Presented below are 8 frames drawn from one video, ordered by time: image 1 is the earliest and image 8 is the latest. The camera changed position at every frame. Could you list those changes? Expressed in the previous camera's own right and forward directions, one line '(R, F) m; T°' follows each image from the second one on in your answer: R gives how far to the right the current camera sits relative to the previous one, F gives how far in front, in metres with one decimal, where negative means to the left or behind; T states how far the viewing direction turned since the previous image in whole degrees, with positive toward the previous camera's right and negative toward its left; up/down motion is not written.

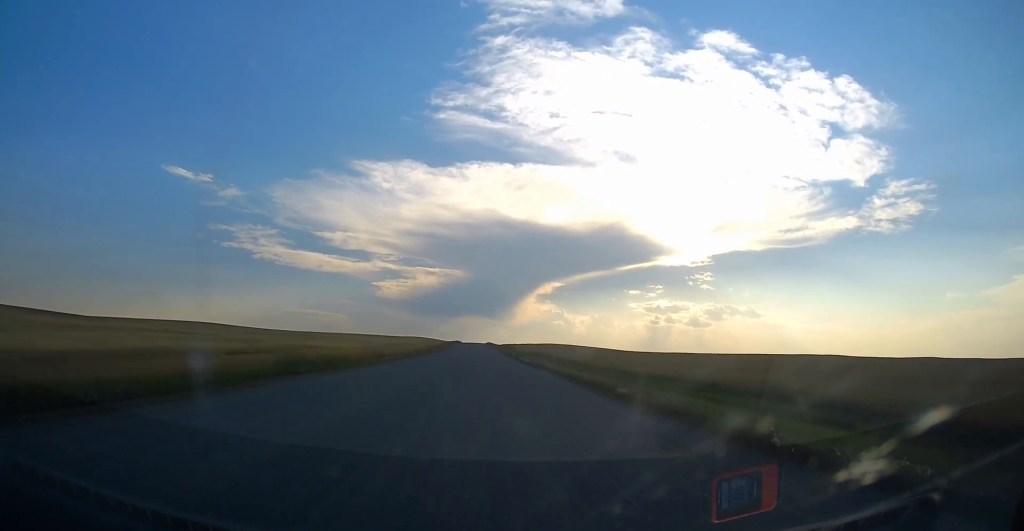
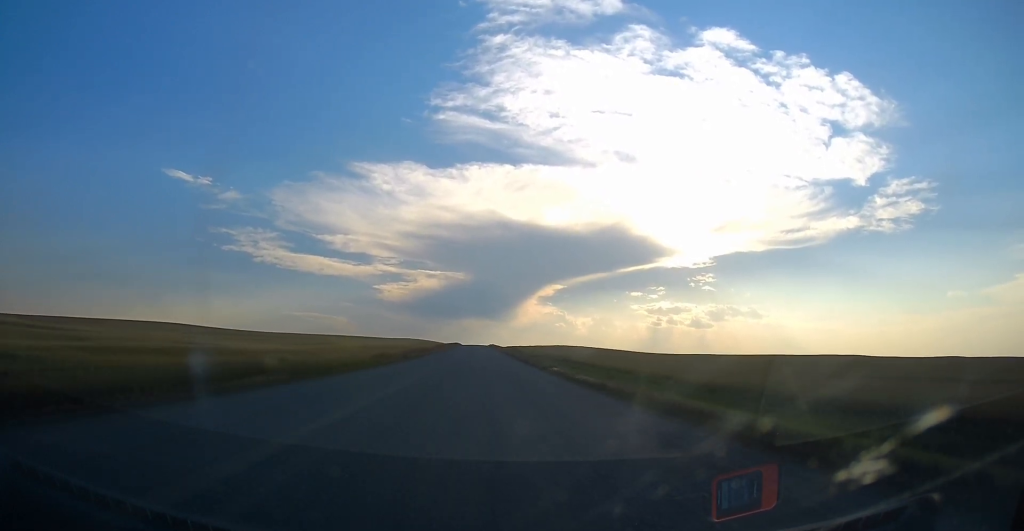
(+0.1, +34.3) m; +2°
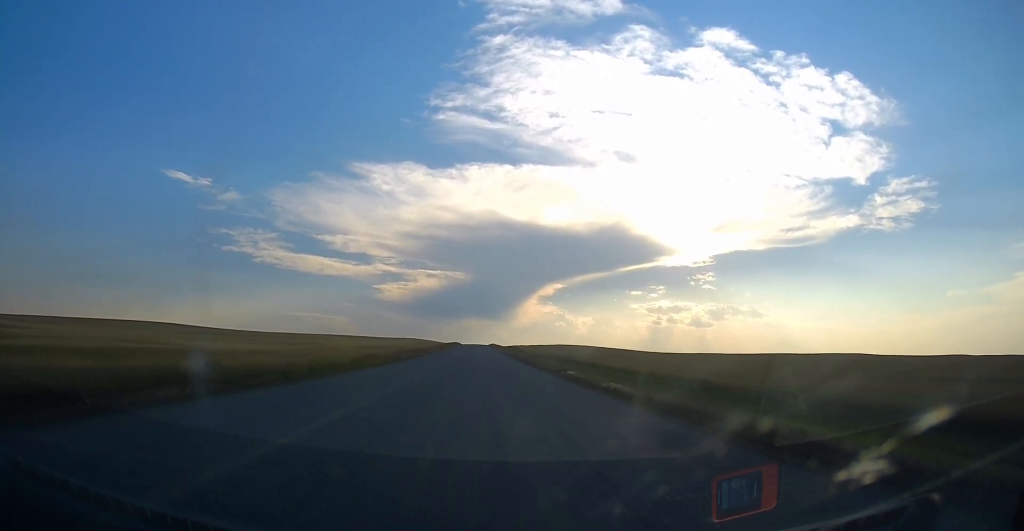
(+0.2, +7.9) m; 0°
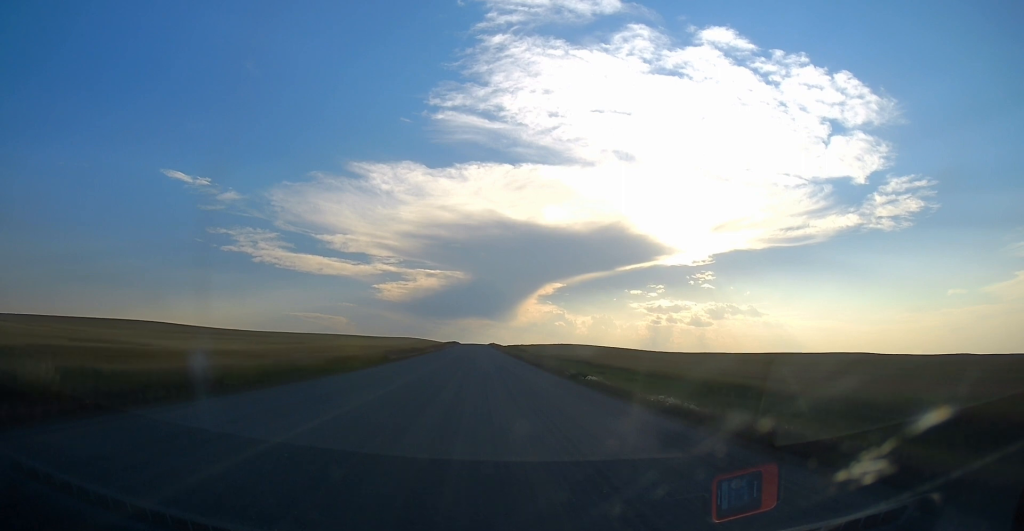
(+0.2, +7.9) m; 0°
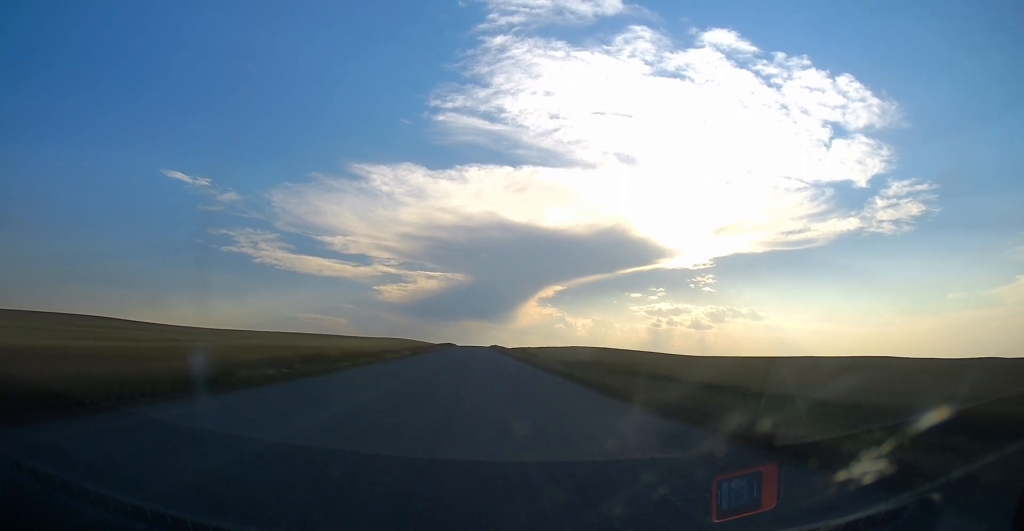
(-1.0, +38.8) m; -1°
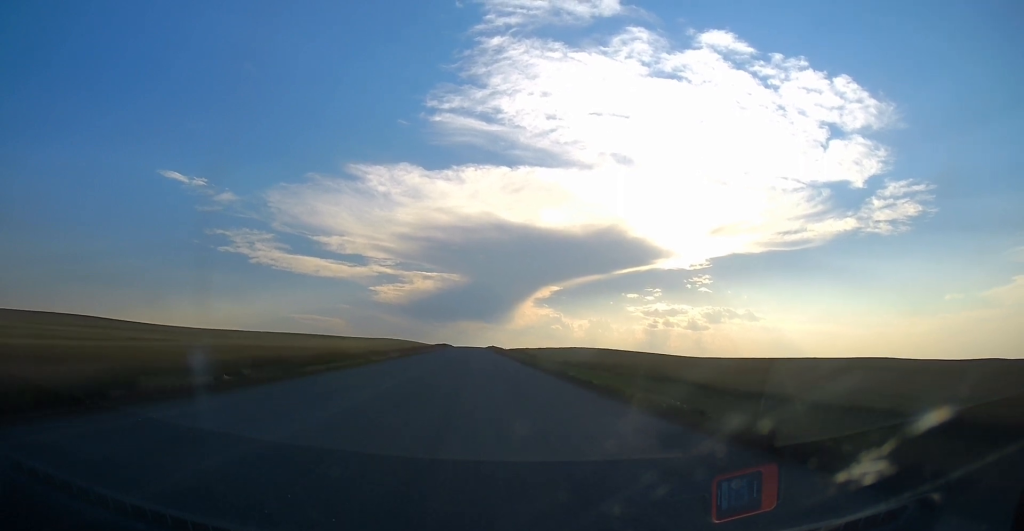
(0.0, +6.8) m; +1°
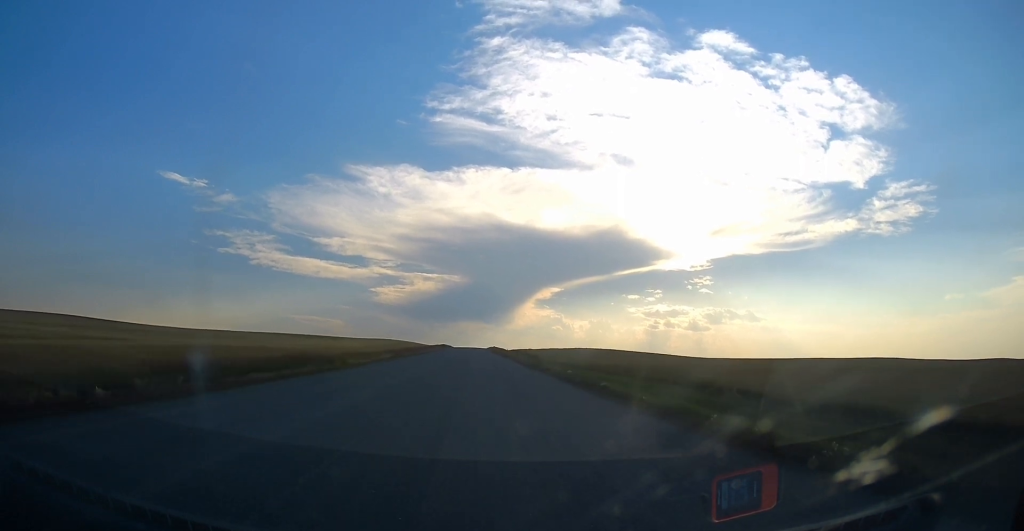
(0.0, +8.6) m; 0°
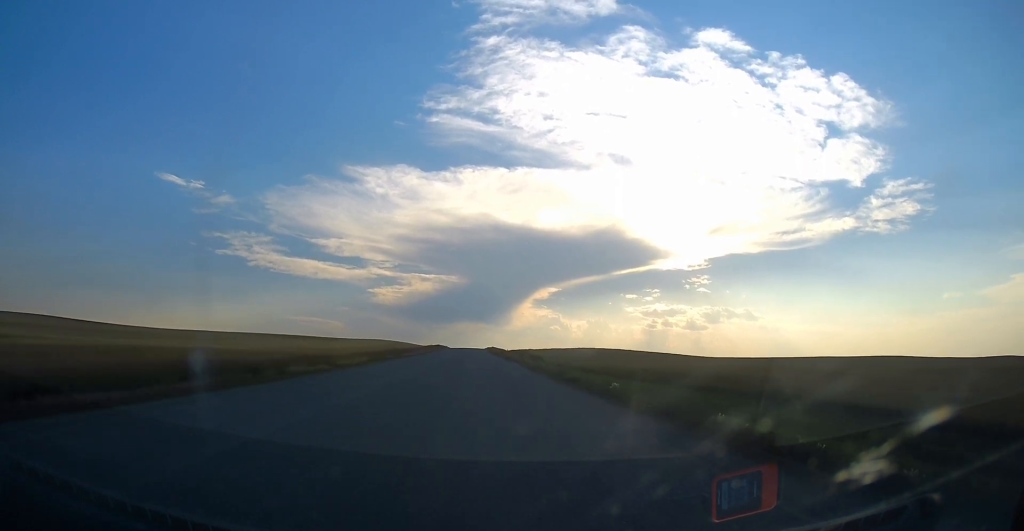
(+0.3, +13.2) m; 0°
